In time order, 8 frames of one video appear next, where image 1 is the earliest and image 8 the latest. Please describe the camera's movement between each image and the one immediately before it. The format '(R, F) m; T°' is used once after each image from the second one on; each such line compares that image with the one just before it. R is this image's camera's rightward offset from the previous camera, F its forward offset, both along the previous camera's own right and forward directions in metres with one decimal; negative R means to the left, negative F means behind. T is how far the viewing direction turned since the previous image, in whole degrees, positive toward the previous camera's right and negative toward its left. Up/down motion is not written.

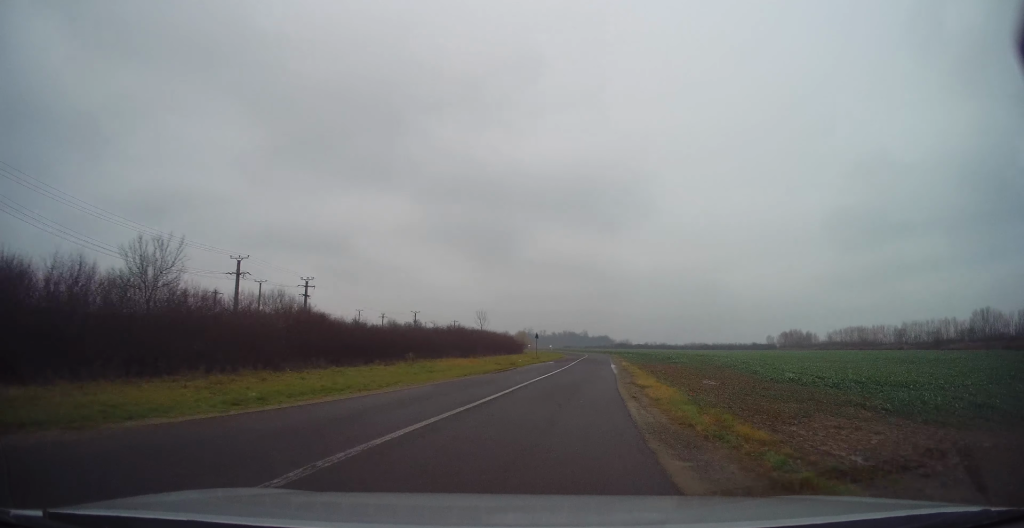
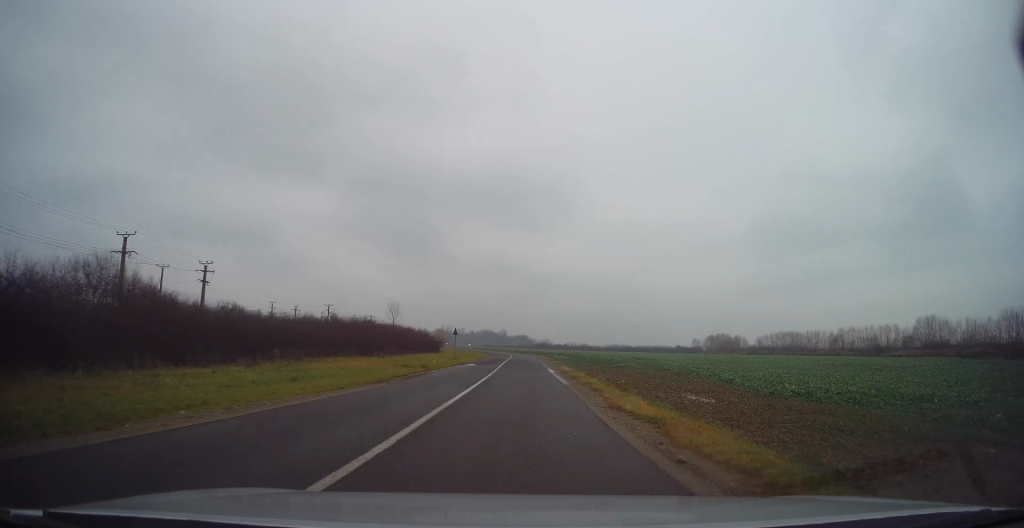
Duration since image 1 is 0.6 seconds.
(+0.6, +8.3) m; +6°
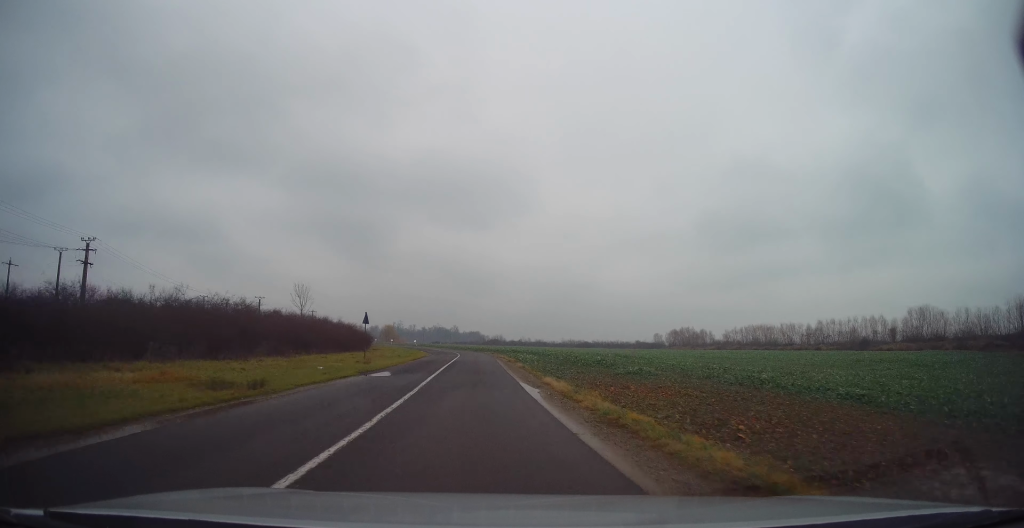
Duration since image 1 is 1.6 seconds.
(+1.2, +15.5) m; +5°
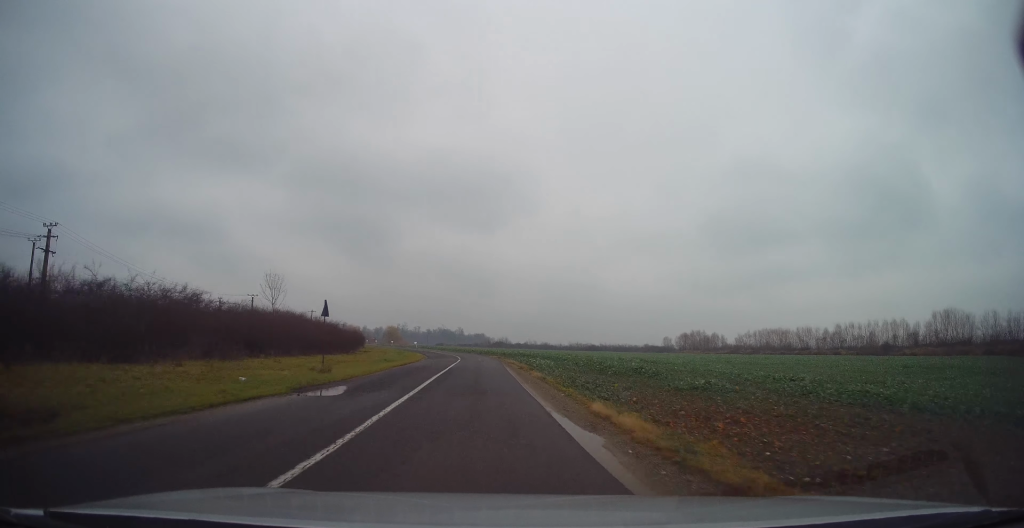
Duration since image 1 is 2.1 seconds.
(+0.4, +7.3) m; +1°
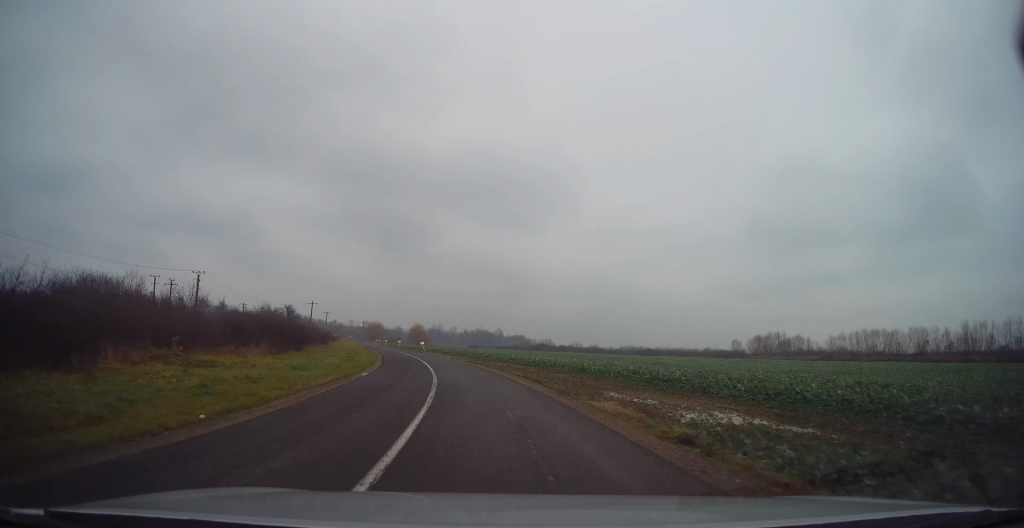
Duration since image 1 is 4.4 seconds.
(-1.6, +41.6) m; -5°
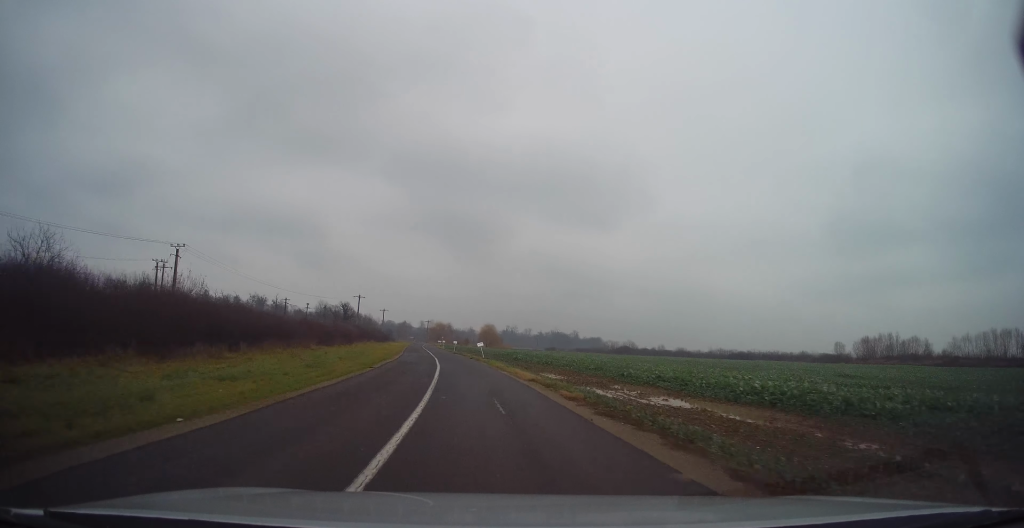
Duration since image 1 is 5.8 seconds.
(-1.2, +27.6) m; -7°
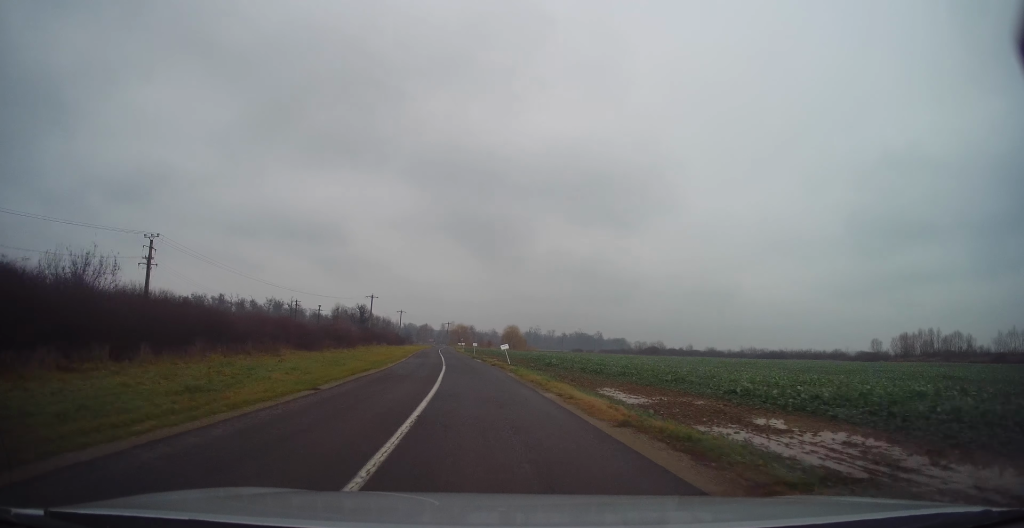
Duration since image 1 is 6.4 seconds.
(-0.2, +10.9) m; -3°
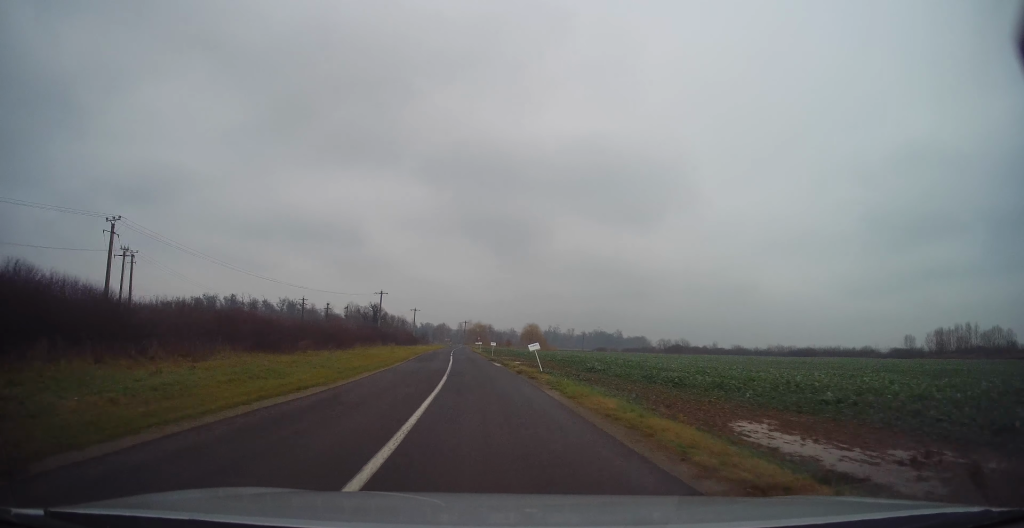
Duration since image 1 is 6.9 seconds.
(-0.7, +10.4) m; -1°
